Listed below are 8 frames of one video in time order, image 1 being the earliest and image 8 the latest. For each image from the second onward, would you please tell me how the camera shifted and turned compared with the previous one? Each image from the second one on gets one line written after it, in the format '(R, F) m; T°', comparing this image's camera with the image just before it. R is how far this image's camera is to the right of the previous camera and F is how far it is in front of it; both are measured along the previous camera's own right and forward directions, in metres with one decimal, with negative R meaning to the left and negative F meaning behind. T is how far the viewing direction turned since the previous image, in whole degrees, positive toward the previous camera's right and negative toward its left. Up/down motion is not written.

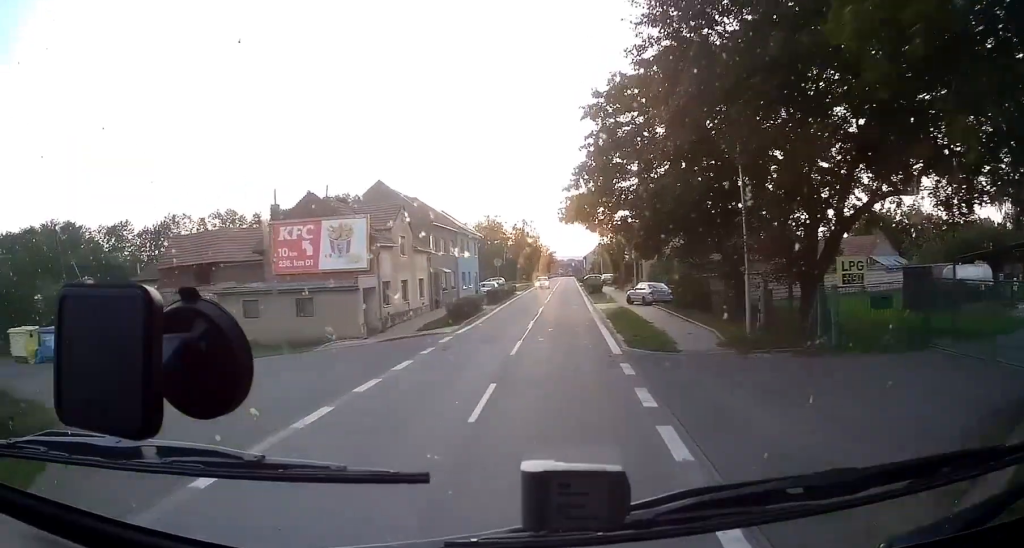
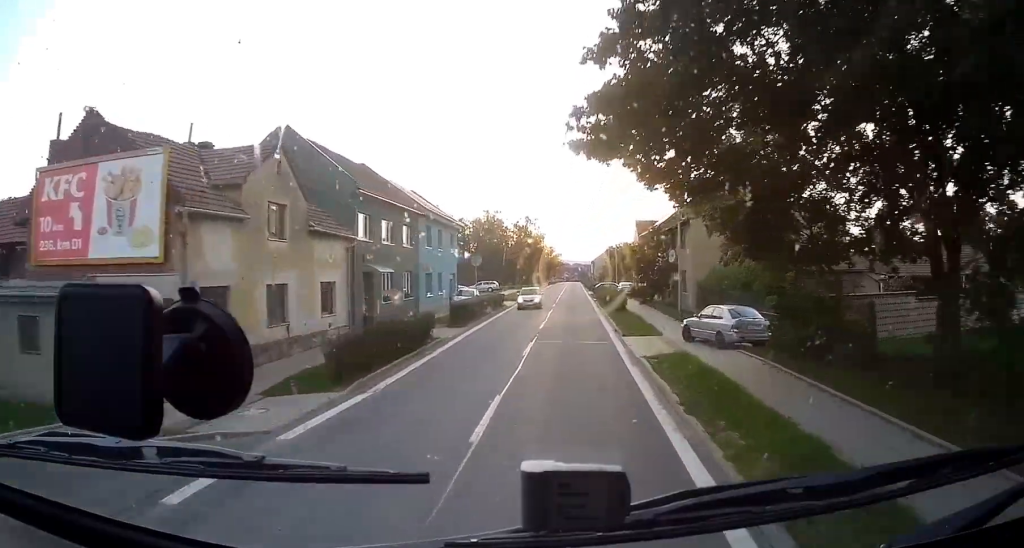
(+2.3, +16.5) m; +4°
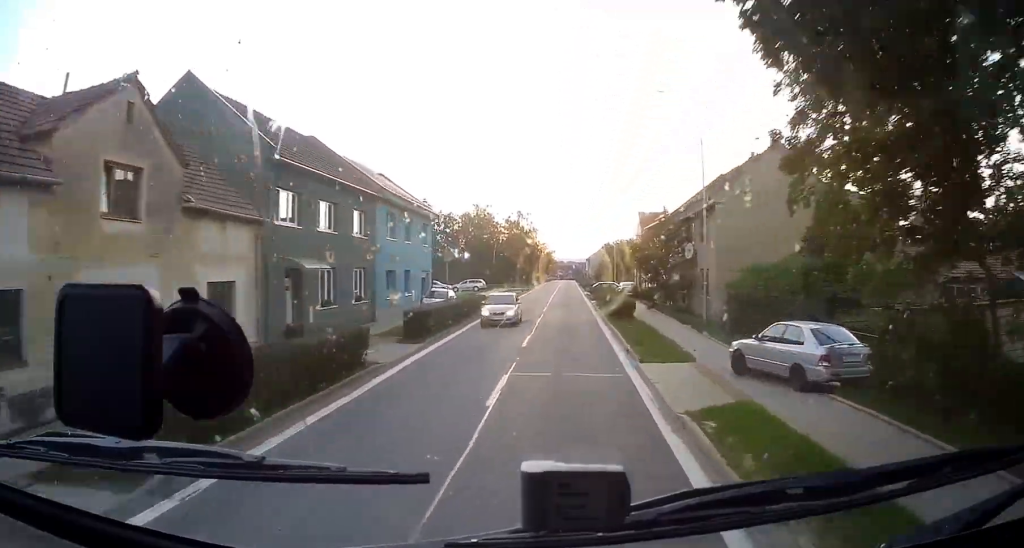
(-0.7, +7.7) m; -2°
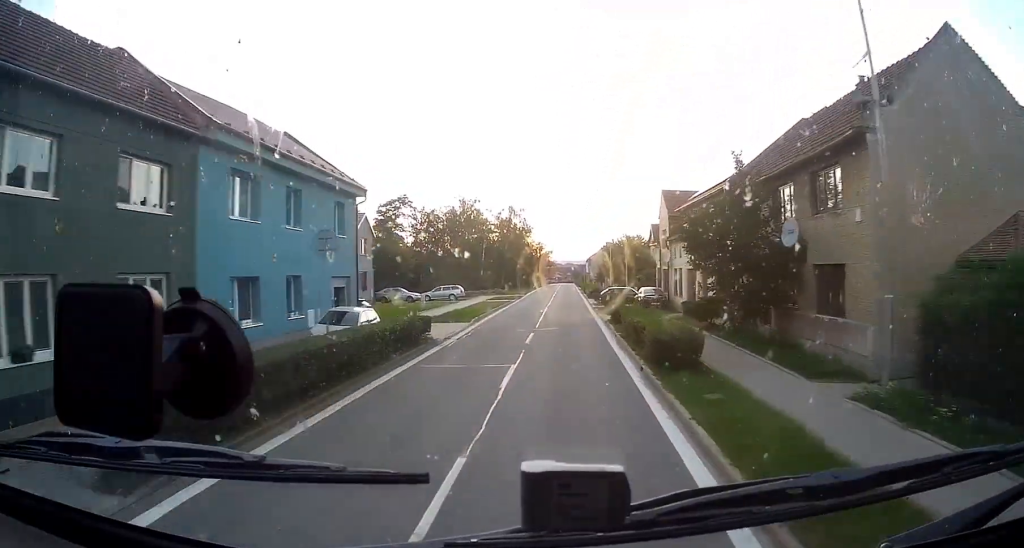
(-0.7, +16.1) m; -2°
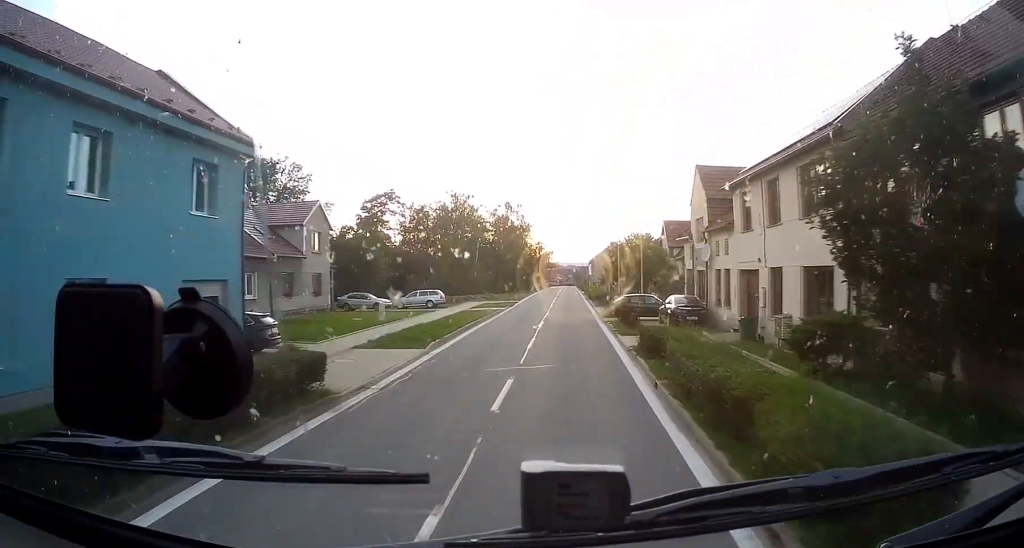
(+0.2, +11.3) m; +1°
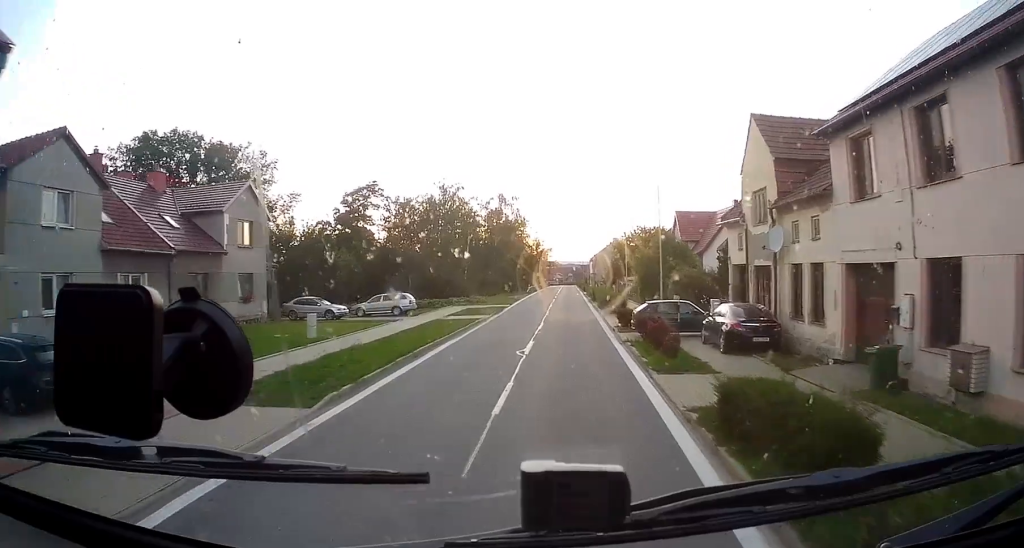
(-0.8, +10.6) m; +2°
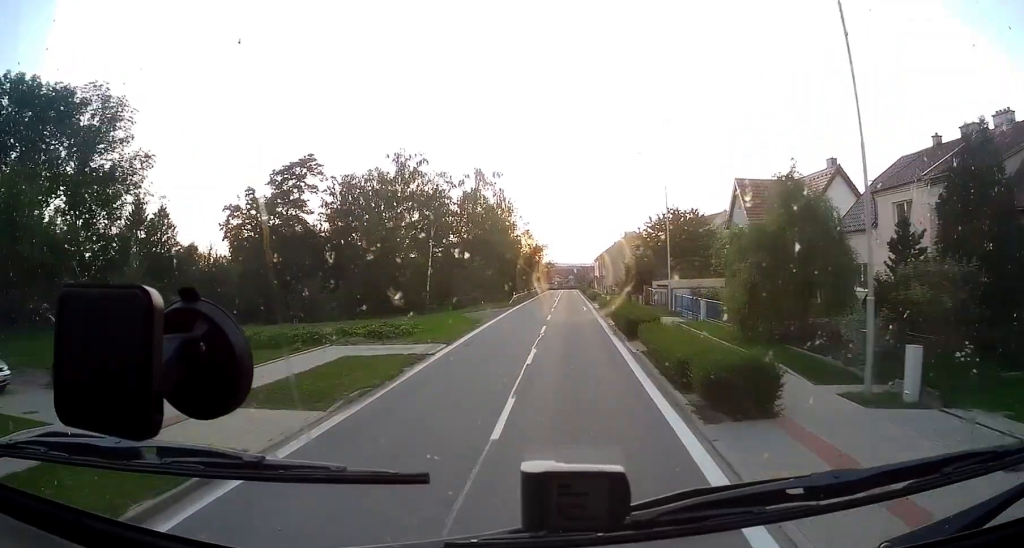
(+2.4, +27.9) m; +3°
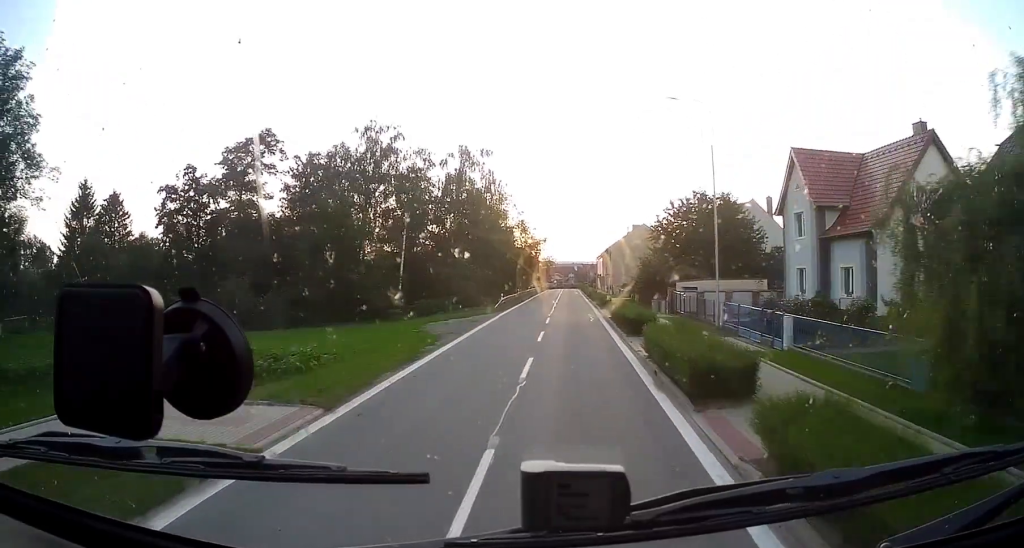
(-0.1, +12.6) m; -2°
